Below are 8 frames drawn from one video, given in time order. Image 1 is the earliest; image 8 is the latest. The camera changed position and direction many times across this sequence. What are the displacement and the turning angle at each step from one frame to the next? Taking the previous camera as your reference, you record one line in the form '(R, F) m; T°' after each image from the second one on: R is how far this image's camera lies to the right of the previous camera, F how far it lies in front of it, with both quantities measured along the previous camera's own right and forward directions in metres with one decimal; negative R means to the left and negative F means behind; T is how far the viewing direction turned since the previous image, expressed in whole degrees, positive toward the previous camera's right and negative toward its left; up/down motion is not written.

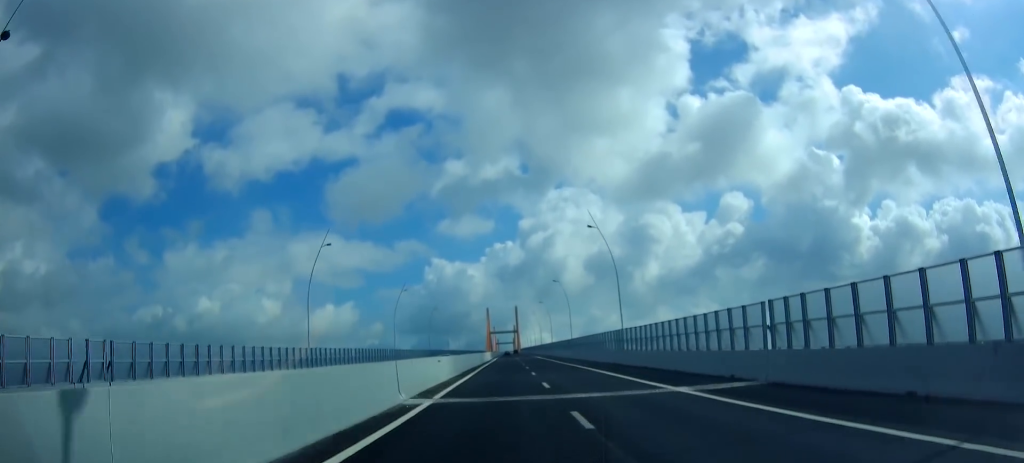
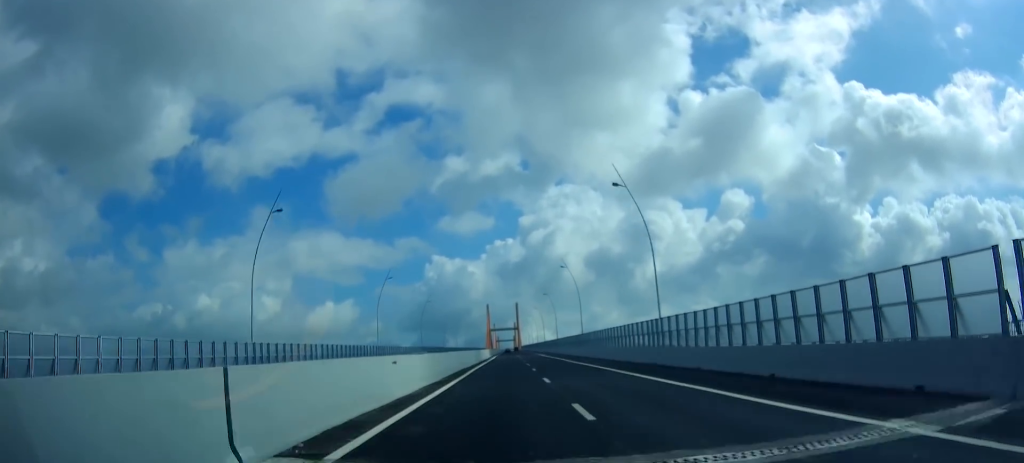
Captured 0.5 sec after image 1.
(+0.1, +11.9) m; 0°
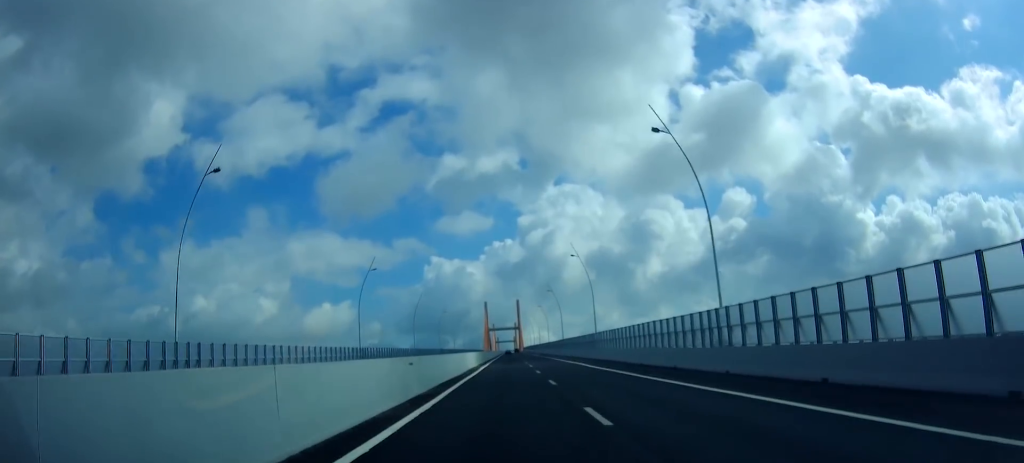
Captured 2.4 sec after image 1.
(-0.6, +47.8) m; -1°
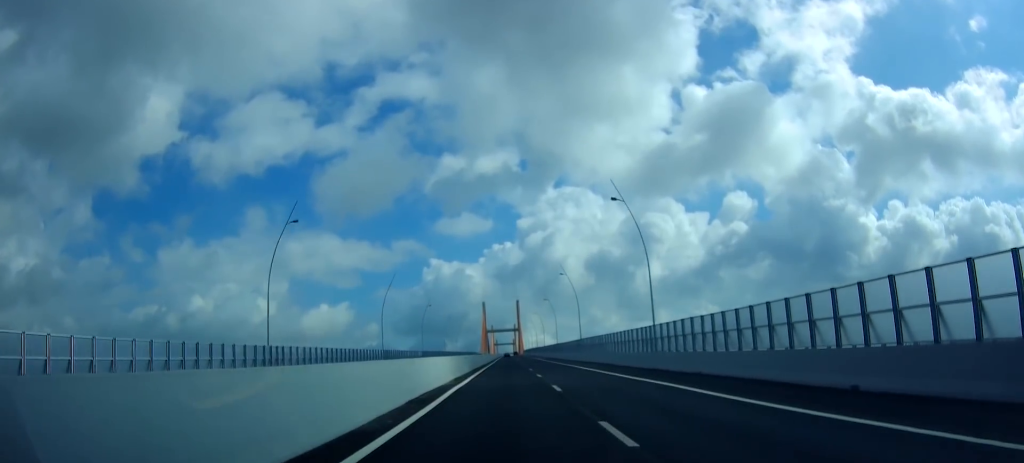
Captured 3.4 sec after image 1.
(+0.1, +26.4) m; 0°
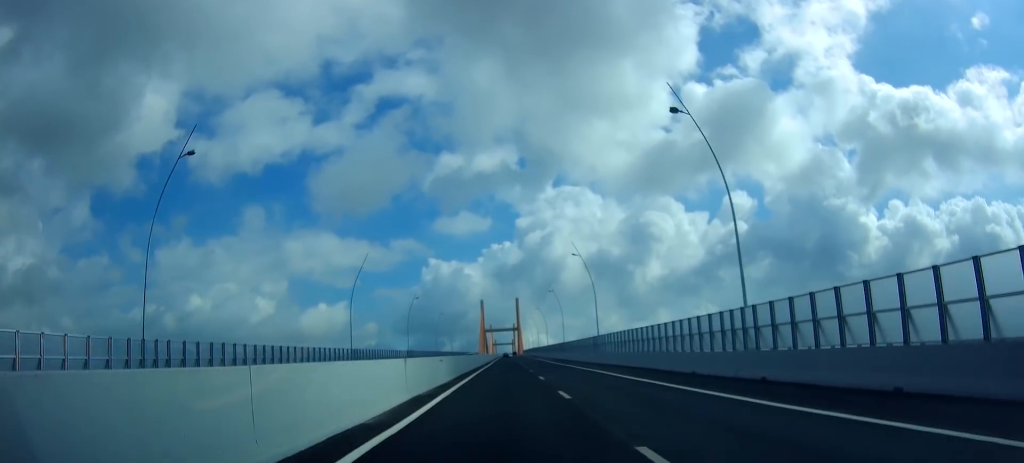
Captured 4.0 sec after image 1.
(0.0, +14.7) m; 0°
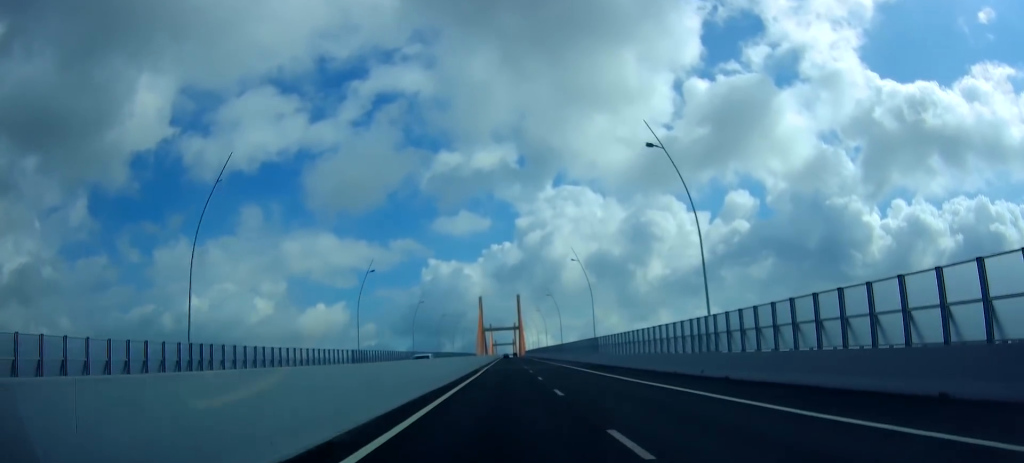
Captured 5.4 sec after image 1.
(0.0, +34.2) m; 0°
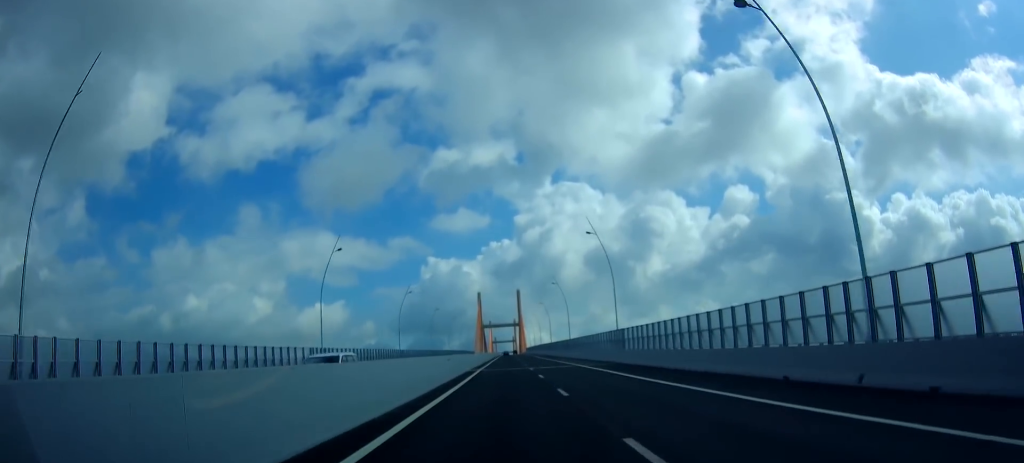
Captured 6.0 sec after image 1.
(0.0, +13.0) m; 0°
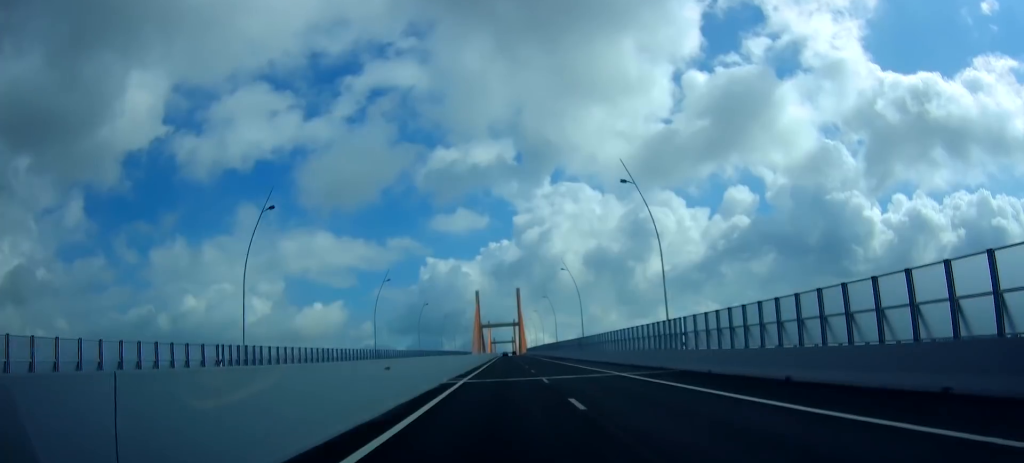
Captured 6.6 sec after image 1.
(0.0, +16.2) m; 0°
